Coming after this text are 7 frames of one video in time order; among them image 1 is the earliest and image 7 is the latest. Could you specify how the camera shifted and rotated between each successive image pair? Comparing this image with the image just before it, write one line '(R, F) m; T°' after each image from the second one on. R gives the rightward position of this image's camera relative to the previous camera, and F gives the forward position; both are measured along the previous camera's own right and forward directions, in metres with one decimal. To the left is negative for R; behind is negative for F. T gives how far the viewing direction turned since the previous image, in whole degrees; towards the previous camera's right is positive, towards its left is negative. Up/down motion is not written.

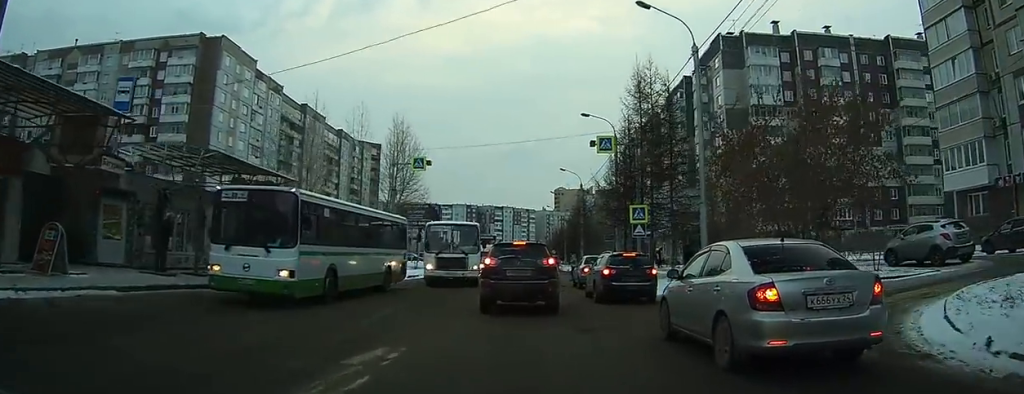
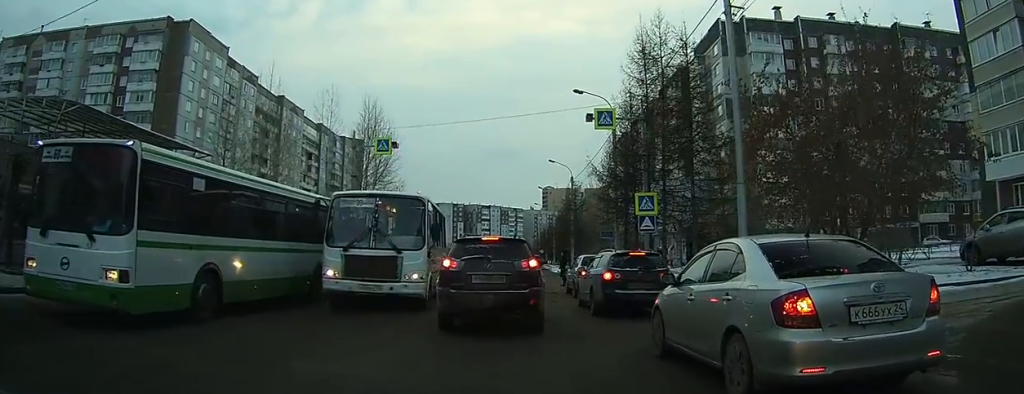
(-0.1, +11.3) m; -3°
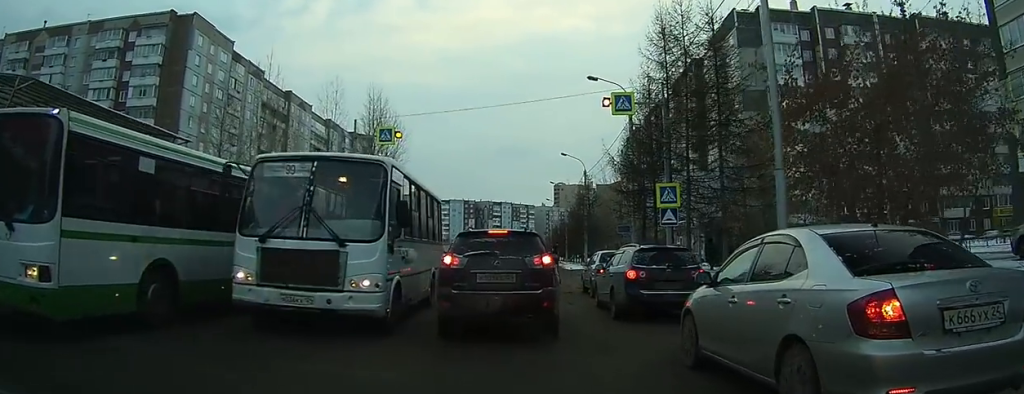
(-0.2, +3.3) m; -2°
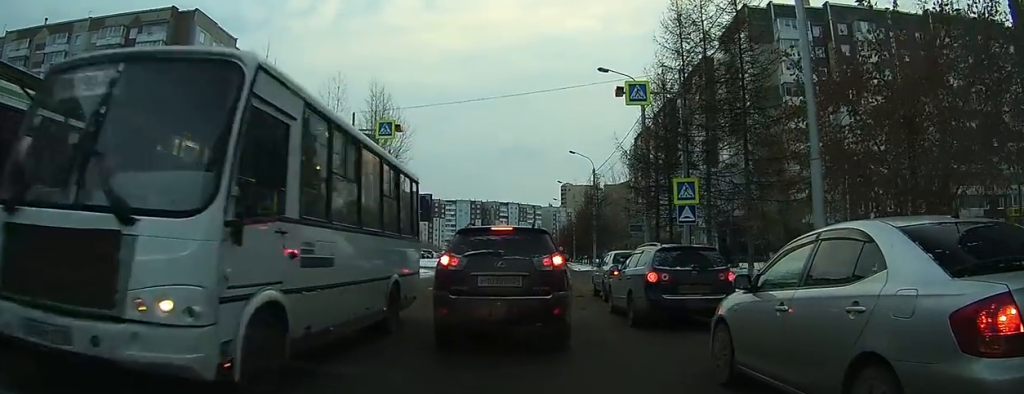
(0.0, +2.7) m; 0°
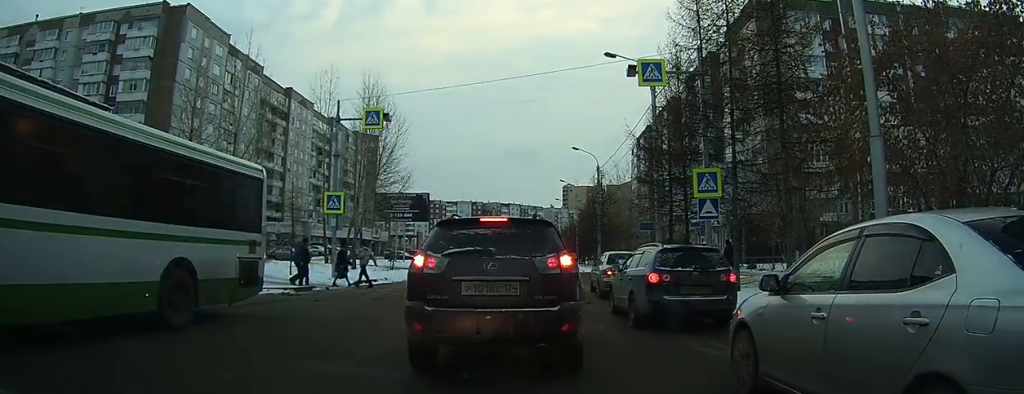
(+0.2, +3.6) m; +1°
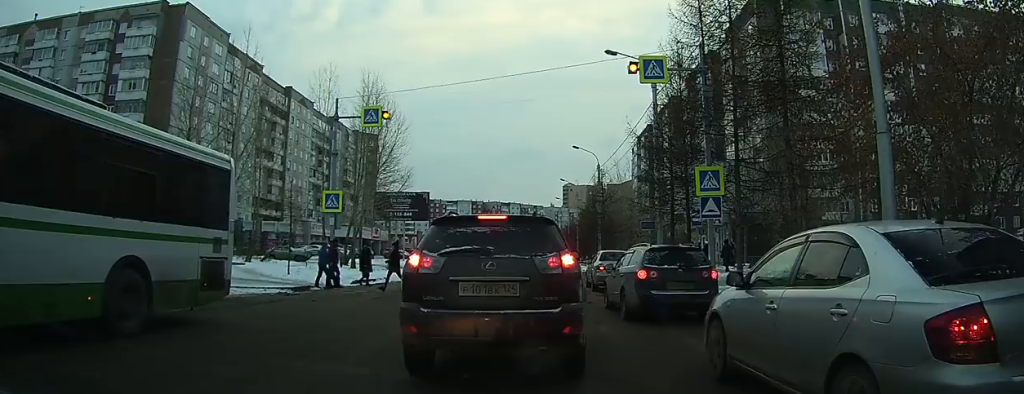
(+0.2, 0.0) m; 0°
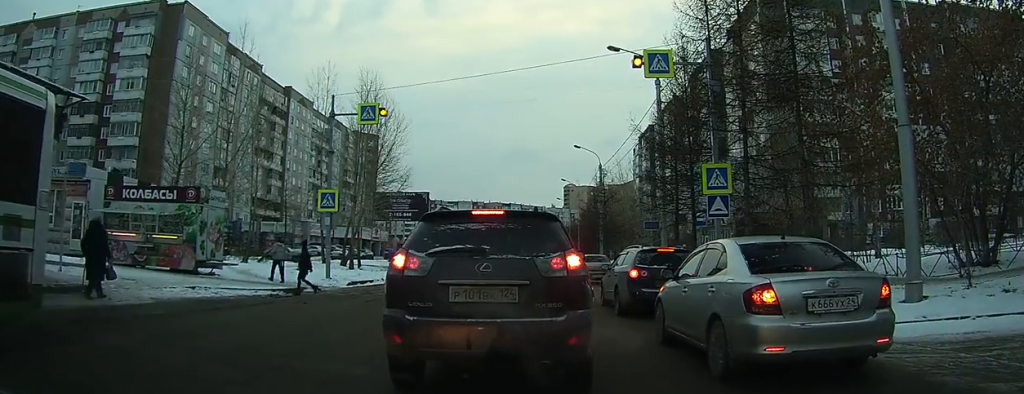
(+0.2, +0.2) m; 0°
